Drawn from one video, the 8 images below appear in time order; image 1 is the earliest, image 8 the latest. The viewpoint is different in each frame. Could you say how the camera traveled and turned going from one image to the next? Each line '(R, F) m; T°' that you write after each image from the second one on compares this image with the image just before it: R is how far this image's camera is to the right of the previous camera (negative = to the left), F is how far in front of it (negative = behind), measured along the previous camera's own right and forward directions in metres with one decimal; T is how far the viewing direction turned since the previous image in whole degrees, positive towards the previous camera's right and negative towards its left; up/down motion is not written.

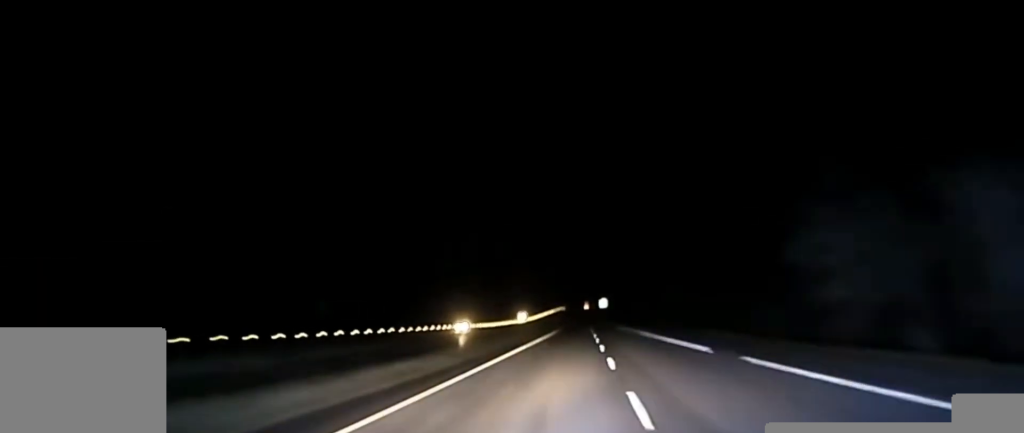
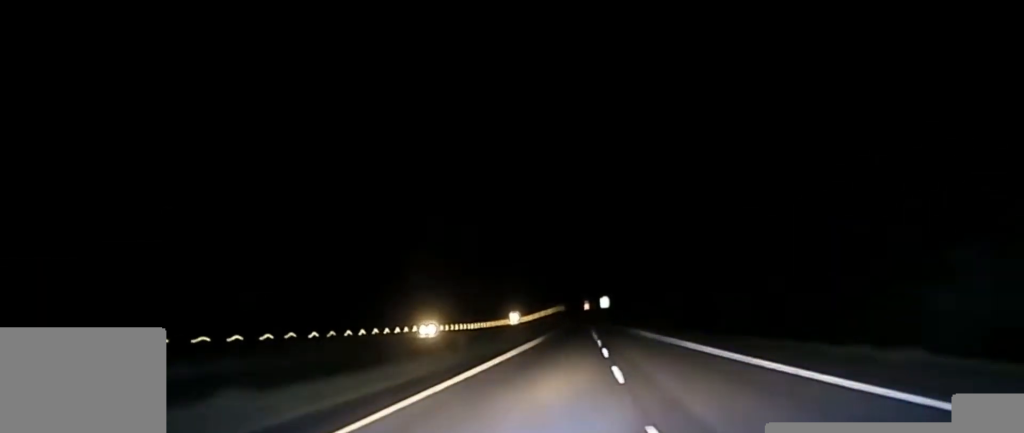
(0.0, +30.5) m; 0°
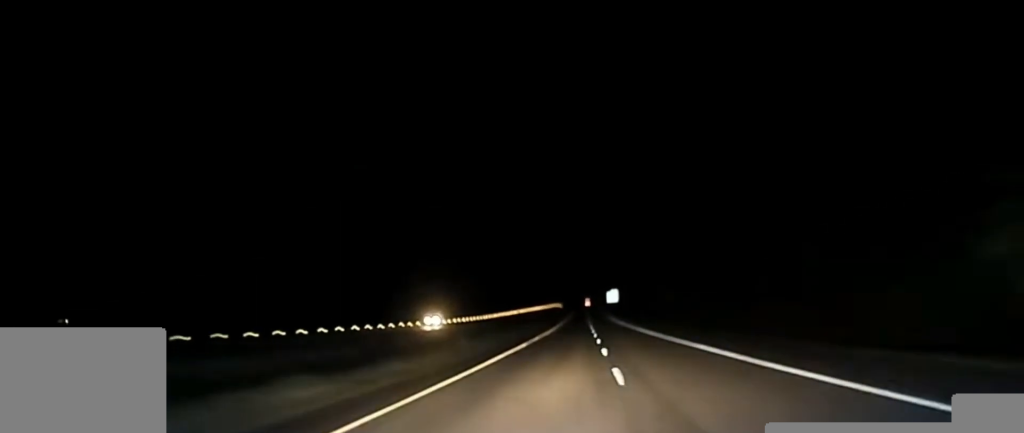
(+0.1, +126.7) m; 0°
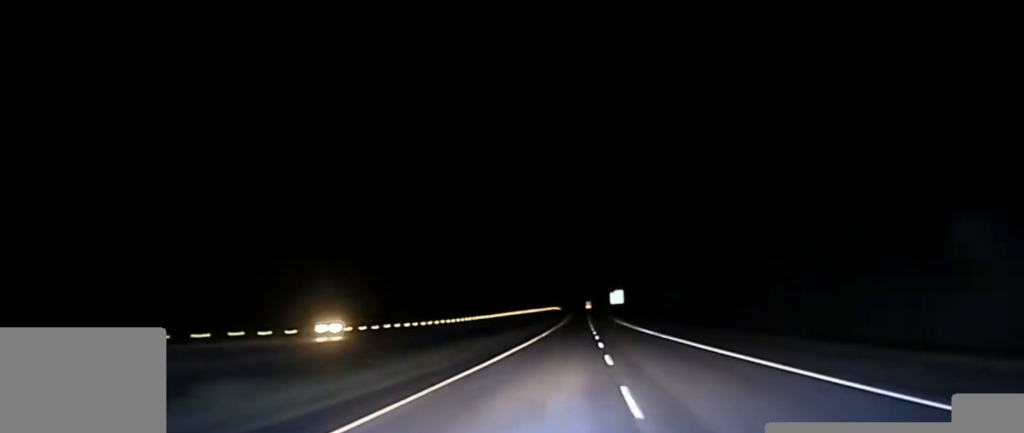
(-0.1, +39.8) m; 0°
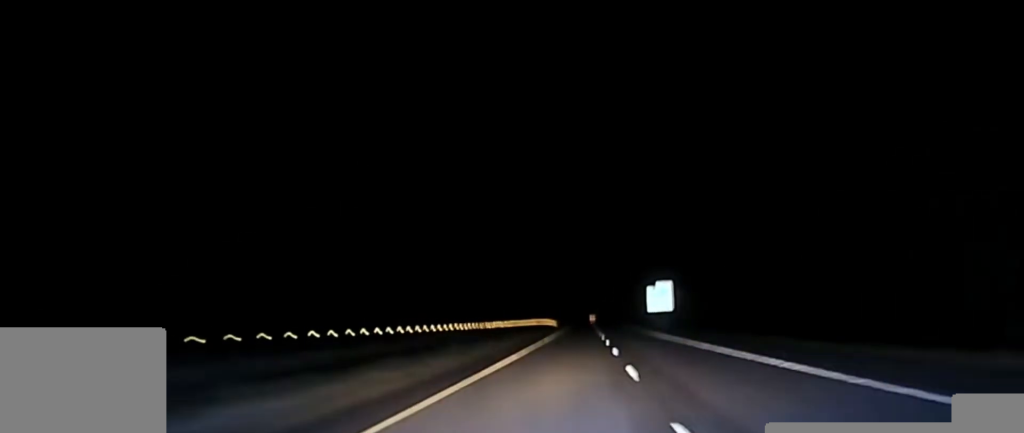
(+0.4, +159.7) m; 0°
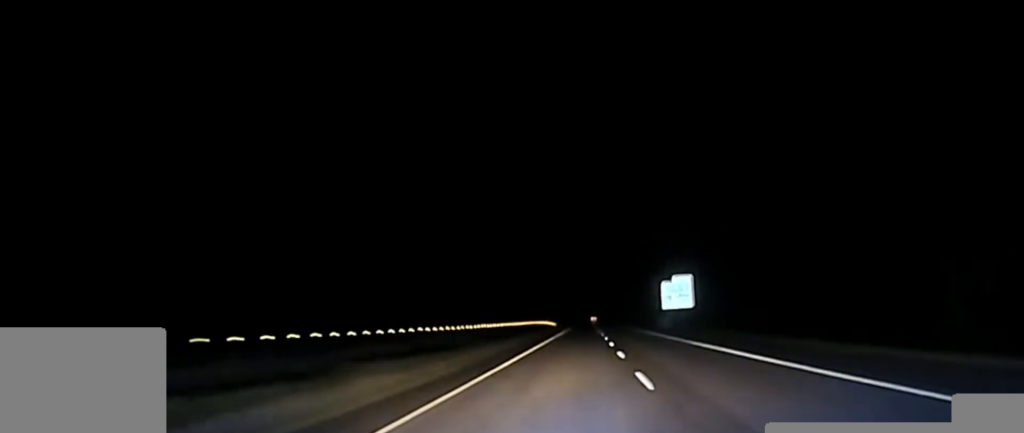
(0.0, +28.5) m; 0°
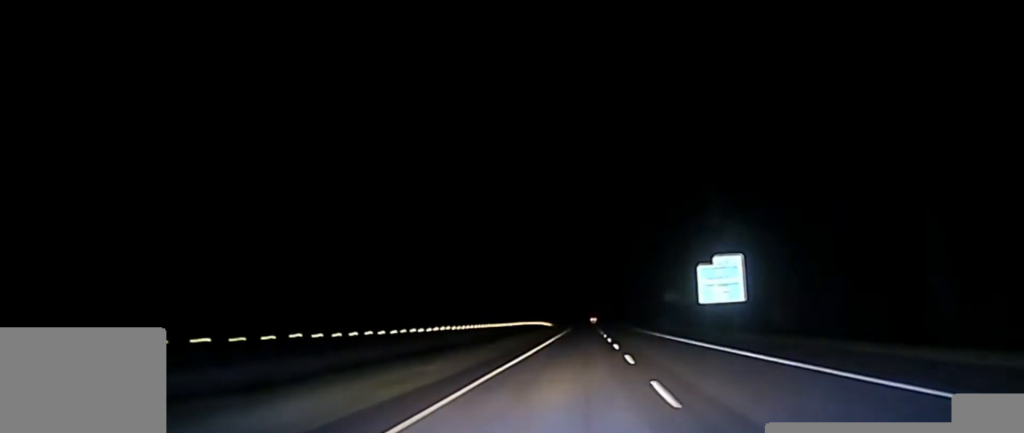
(0.0, +41.9) m; 0°
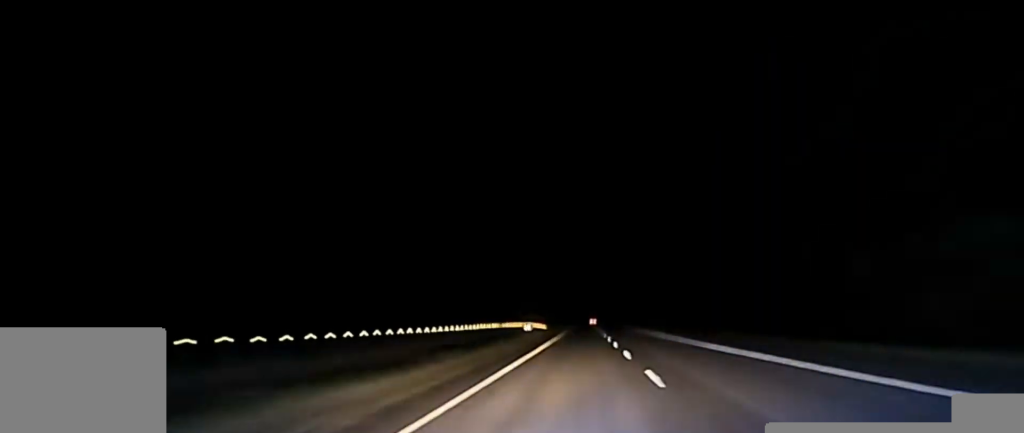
(+0.1, +78.0) m; 0°
